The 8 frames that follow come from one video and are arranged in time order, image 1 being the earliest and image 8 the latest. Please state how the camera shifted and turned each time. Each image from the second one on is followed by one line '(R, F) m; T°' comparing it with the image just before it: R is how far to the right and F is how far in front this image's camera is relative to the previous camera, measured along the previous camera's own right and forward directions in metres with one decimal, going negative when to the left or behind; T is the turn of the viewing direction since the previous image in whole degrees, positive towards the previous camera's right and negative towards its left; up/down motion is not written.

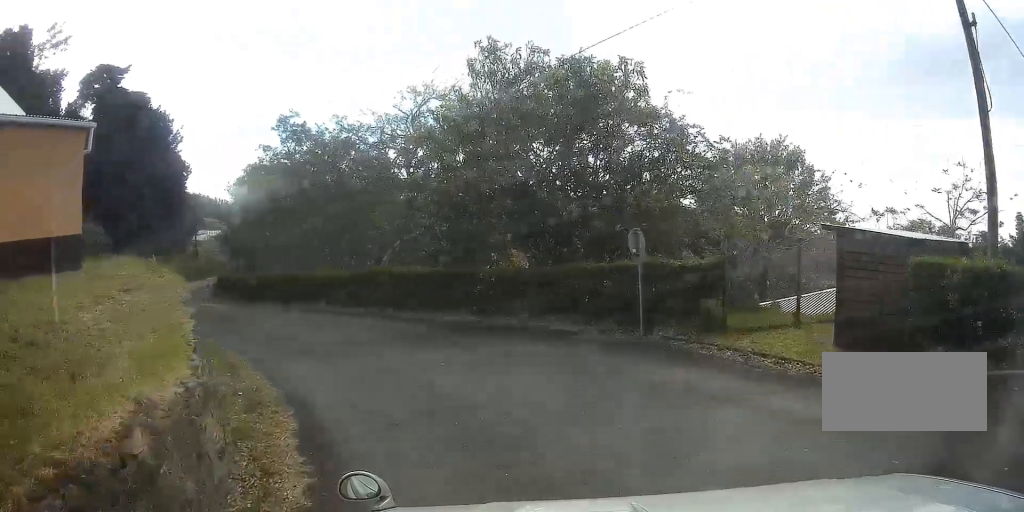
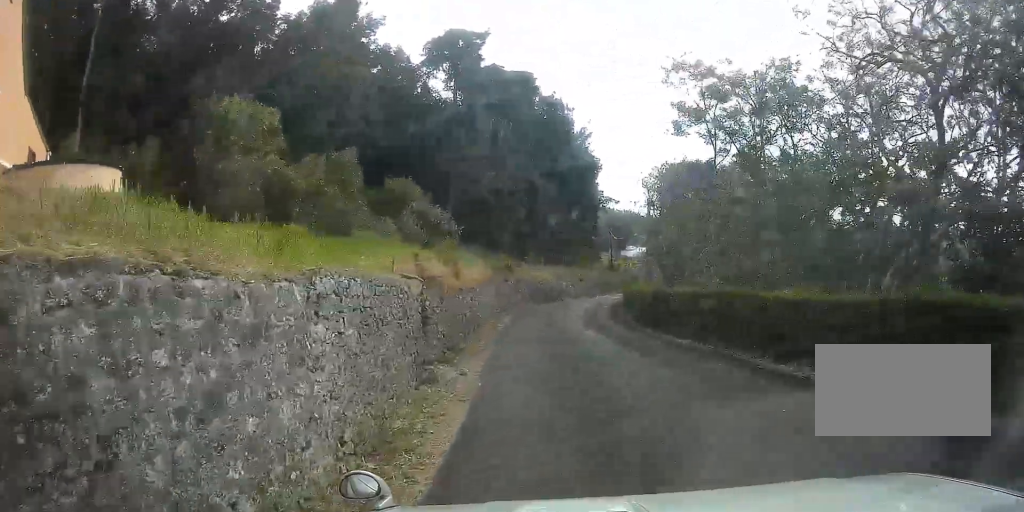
(-5.4, +11.3) m; -40°
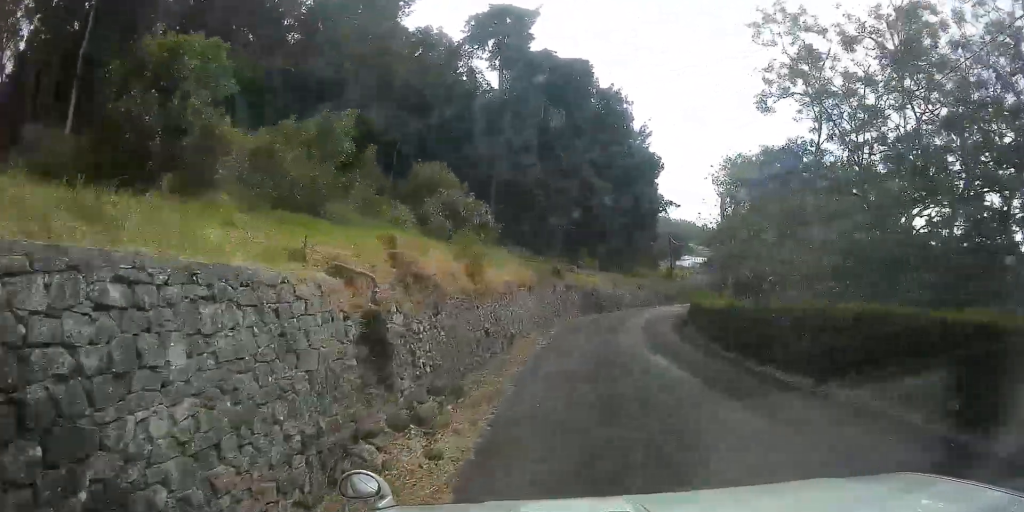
(0.0, +5.2) m; -4°
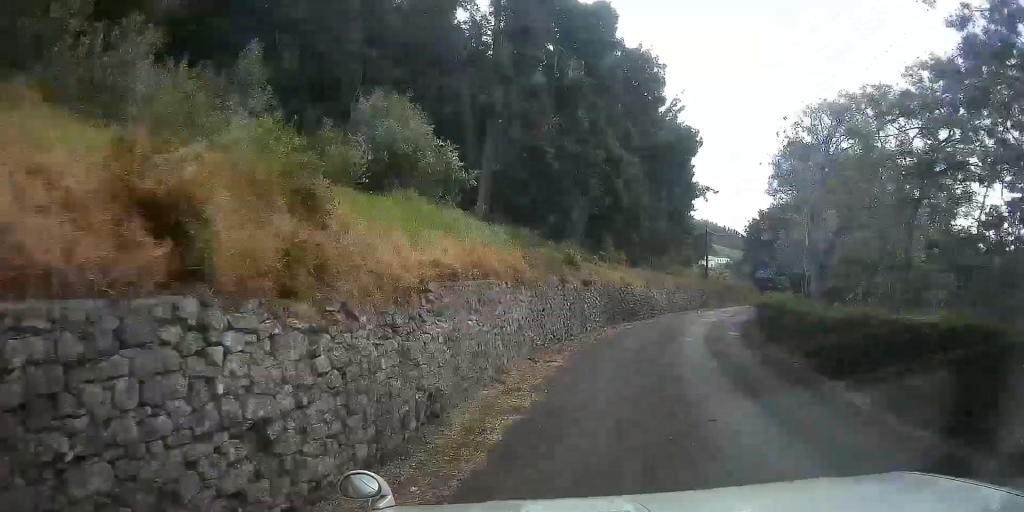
(-0.6, +9.7) m; -3°
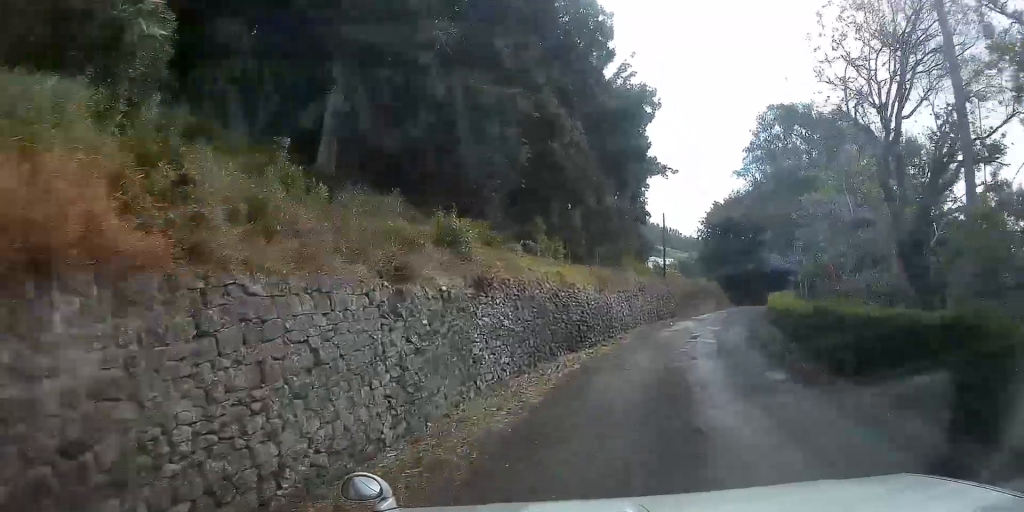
(+0.3, +10.8) m; +5°
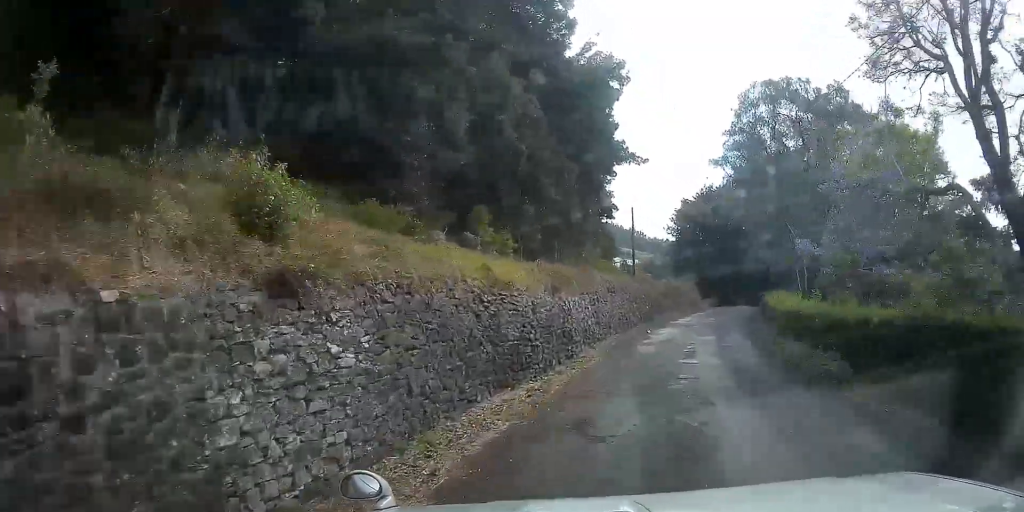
(+0.1, +5.4) m; +4°
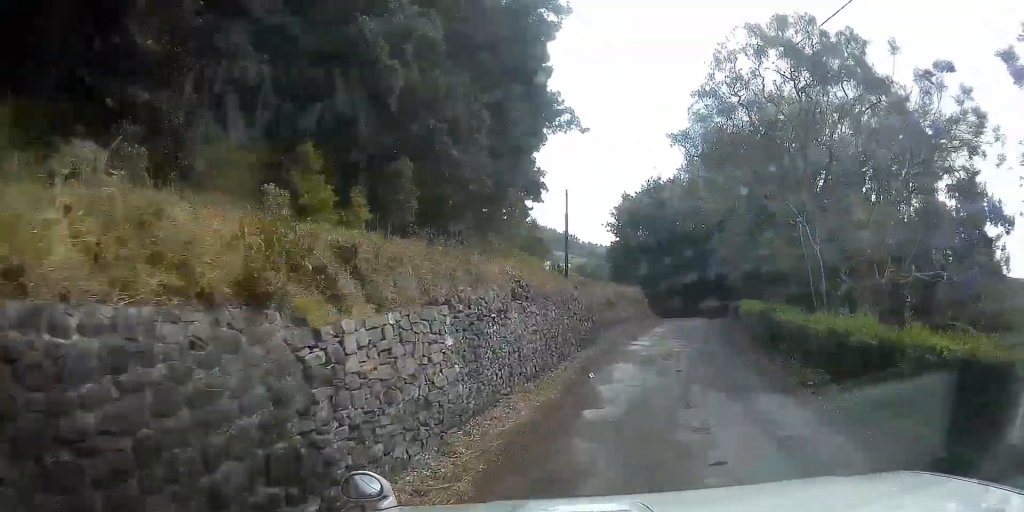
(+0.6, +9.5) m; +7°
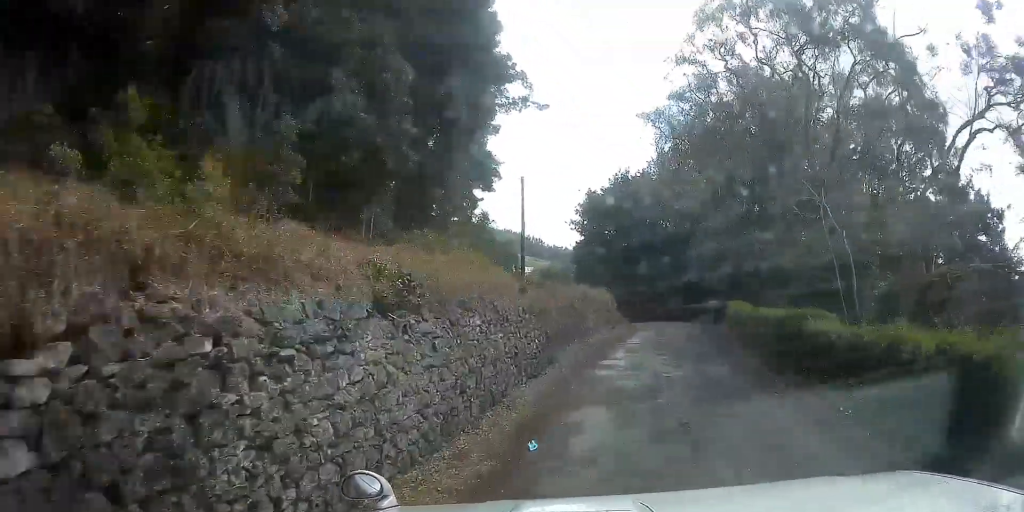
(+0.2, +4.8) m; +3°
